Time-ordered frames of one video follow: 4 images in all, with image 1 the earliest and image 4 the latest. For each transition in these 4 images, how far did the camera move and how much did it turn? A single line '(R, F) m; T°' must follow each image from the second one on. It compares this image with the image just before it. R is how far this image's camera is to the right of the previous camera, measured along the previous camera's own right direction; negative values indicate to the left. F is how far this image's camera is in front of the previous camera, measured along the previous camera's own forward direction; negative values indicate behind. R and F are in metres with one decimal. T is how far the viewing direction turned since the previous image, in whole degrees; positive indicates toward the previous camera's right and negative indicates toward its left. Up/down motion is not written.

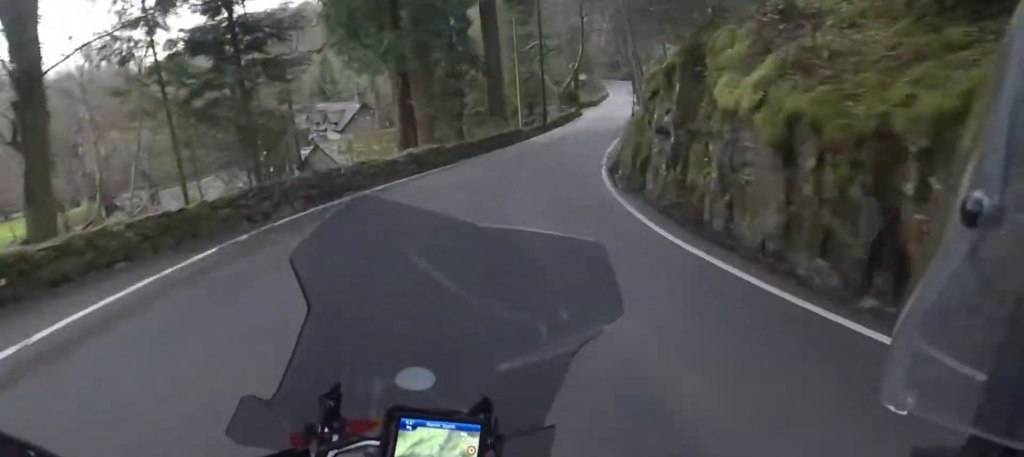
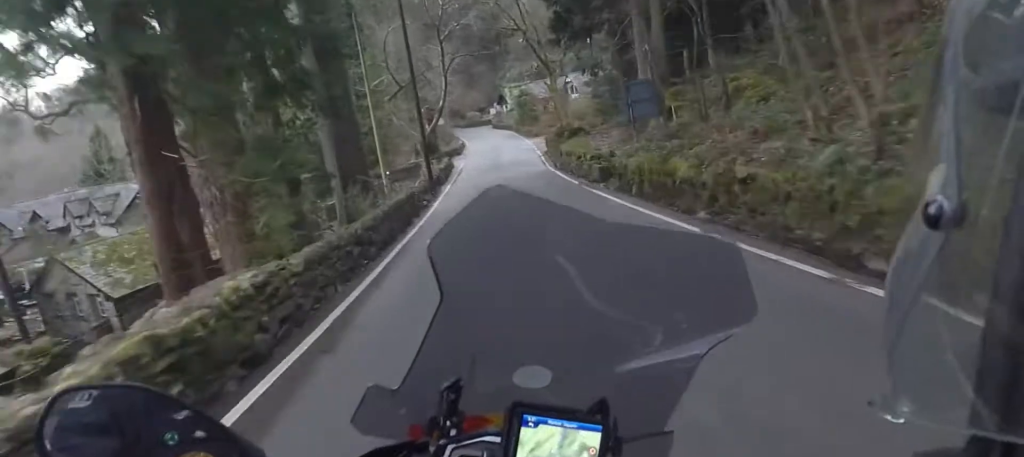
(+4.4, +14.5) m; +16°
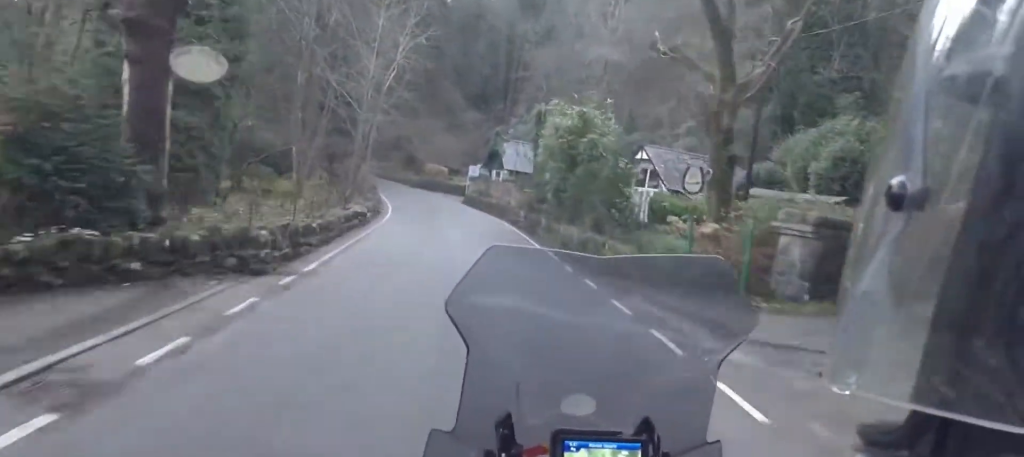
(+0.7, +41.0) m; 0°
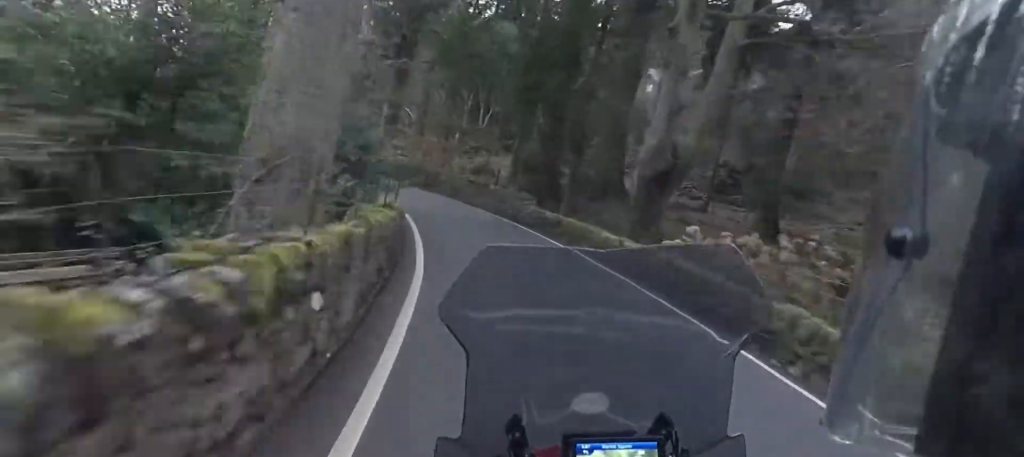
(-9.1, +44.3) m; -28°
